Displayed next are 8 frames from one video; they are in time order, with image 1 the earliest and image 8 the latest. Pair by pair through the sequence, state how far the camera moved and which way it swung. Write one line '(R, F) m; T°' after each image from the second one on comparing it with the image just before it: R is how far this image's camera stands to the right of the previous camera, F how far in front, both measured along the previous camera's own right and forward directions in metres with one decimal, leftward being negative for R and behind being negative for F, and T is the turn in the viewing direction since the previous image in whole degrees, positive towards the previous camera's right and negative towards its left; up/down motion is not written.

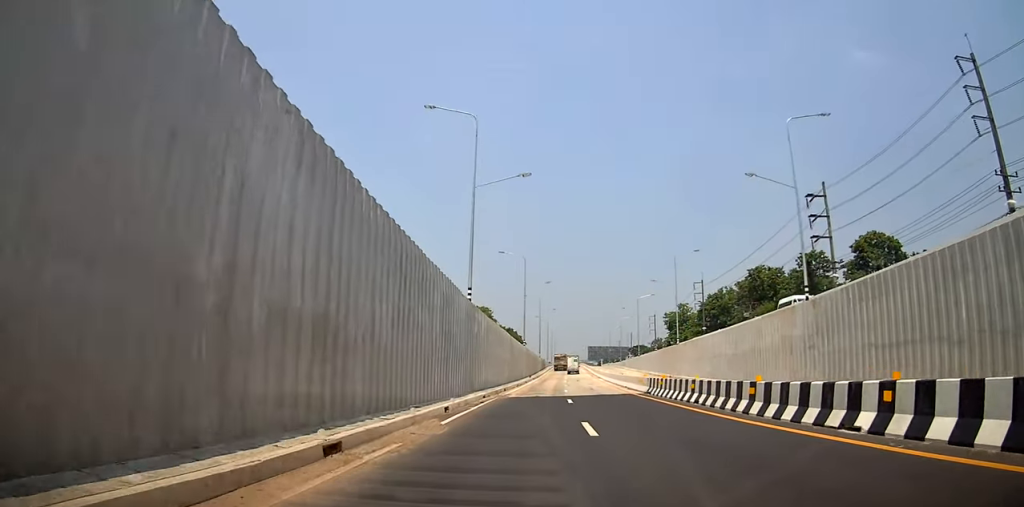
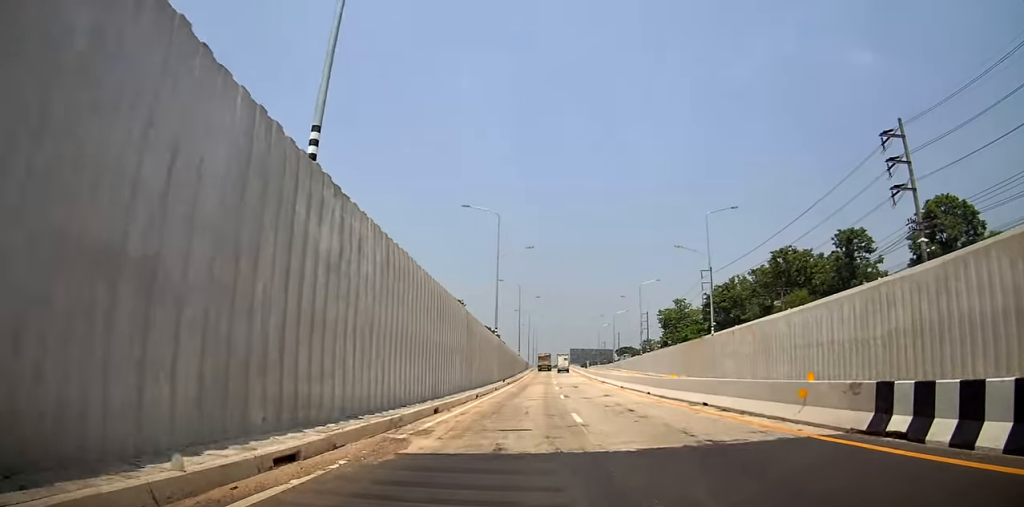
(+0.2, +22.3) m; +3°
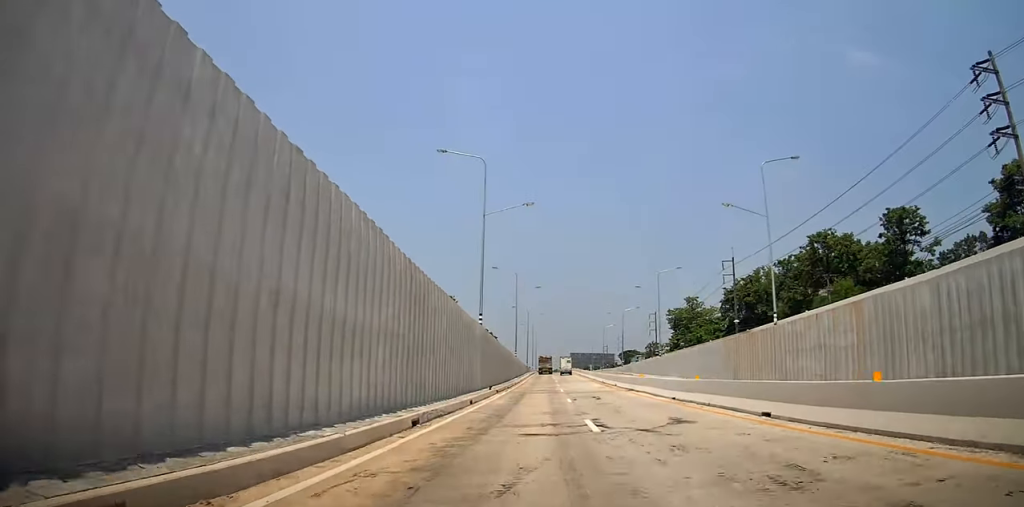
(+0.5, +14.9) m; +2°
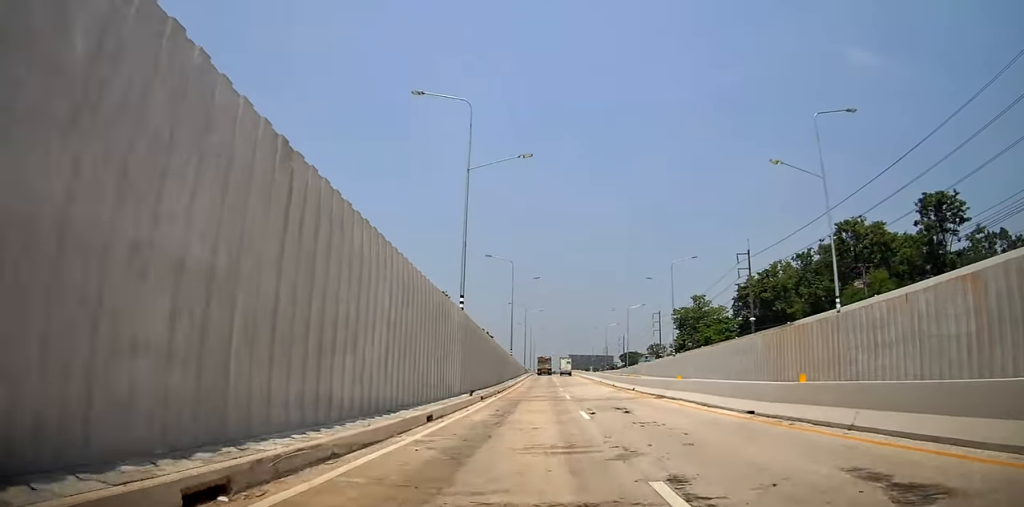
(+0.1, +9.3) m; 0°
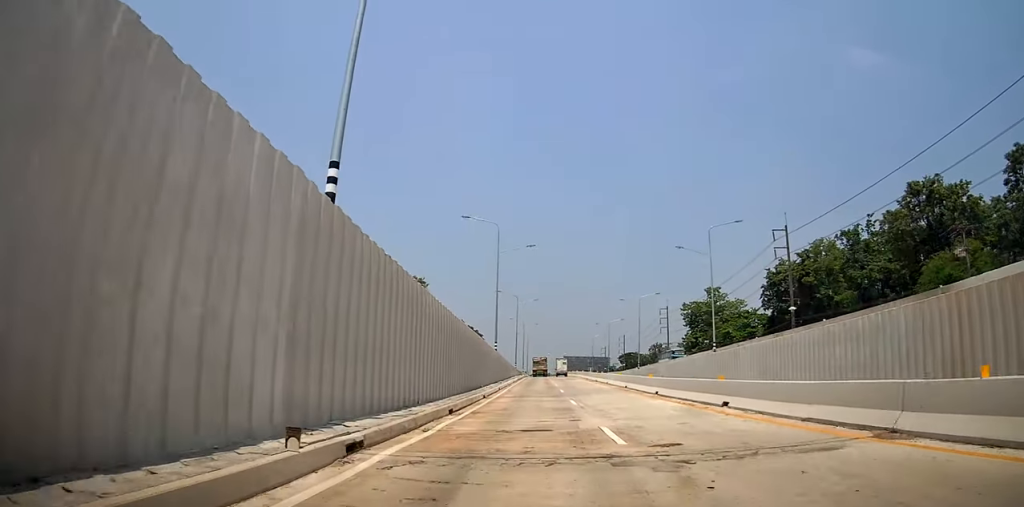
(-0.1, +18.9) m; 0°
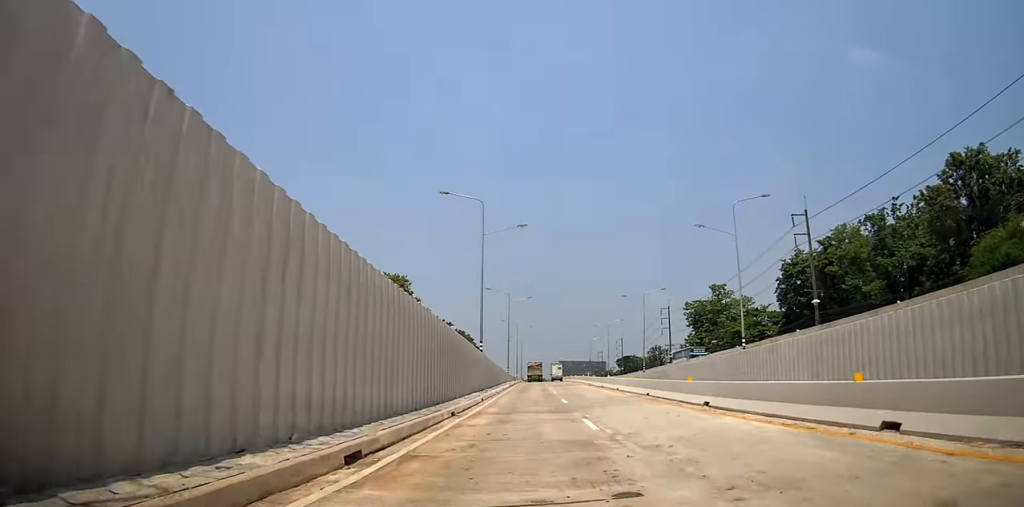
(+0.1, +9.3) m; 0°
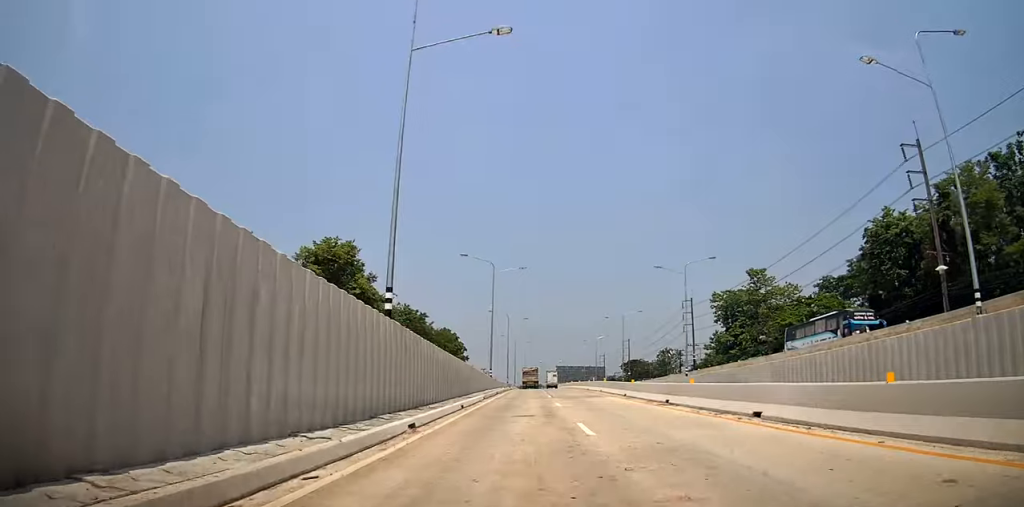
(-0.3, +26.5) m; -2°
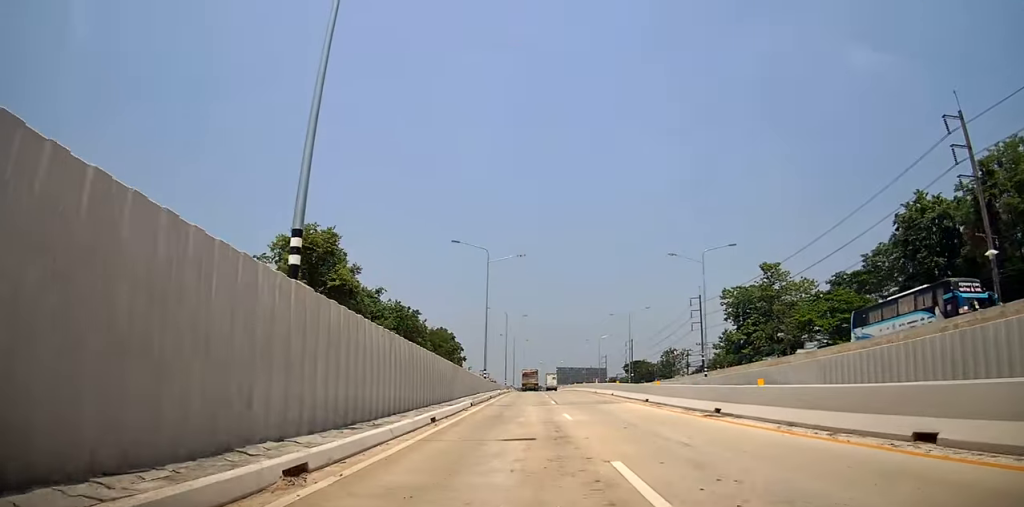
(0.0, +6.6) m; +1°
